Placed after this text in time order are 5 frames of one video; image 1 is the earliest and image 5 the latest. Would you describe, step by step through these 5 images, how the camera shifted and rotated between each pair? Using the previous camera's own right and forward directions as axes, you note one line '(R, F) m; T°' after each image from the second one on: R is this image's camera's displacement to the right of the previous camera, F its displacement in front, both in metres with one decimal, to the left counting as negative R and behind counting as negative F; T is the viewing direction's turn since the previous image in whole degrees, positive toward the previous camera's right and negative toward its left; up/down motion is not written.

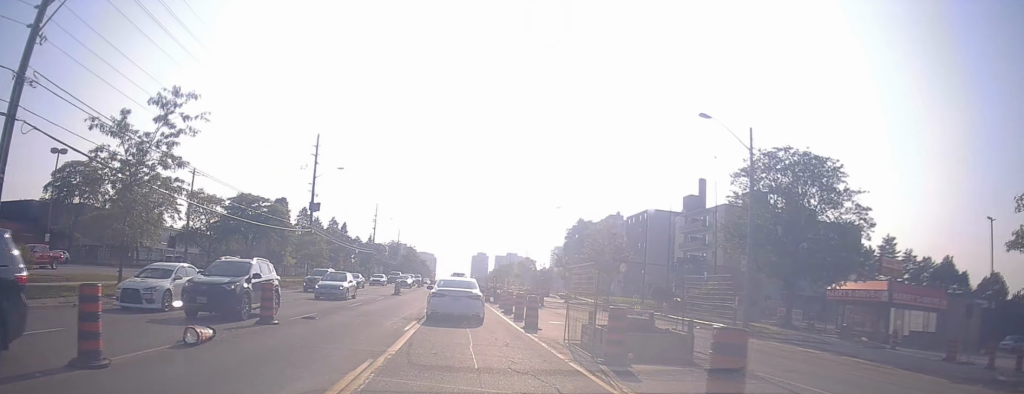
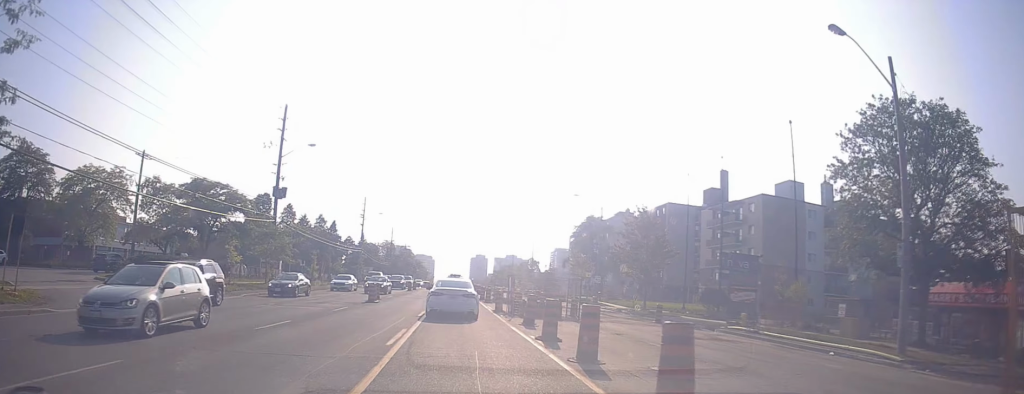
(-0.1, +12.1) m; -1°
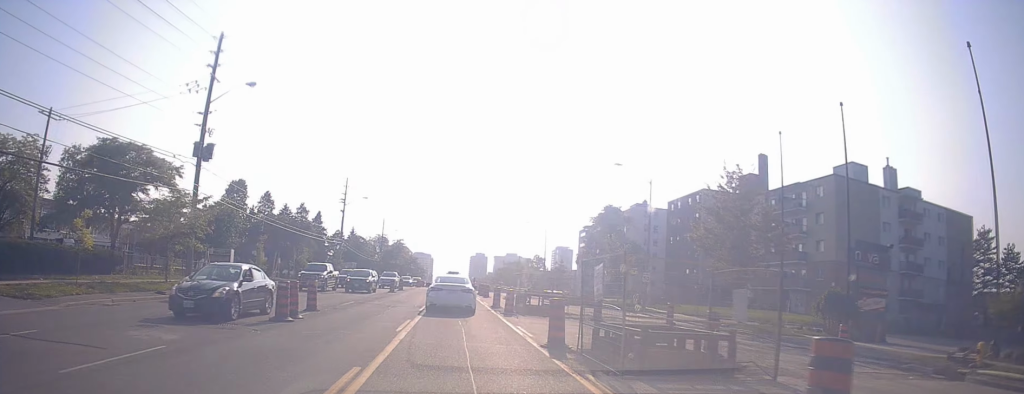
(-0.1, +15.6) m; 0°
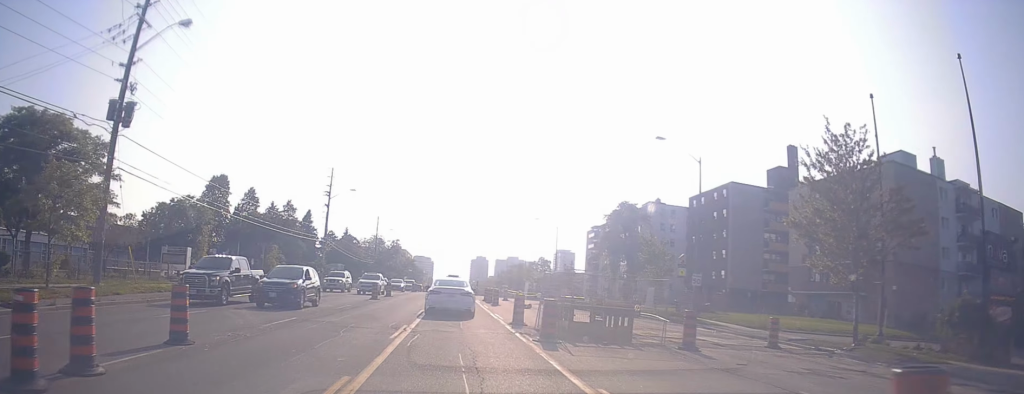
(0.0, +9.8) m; 0°
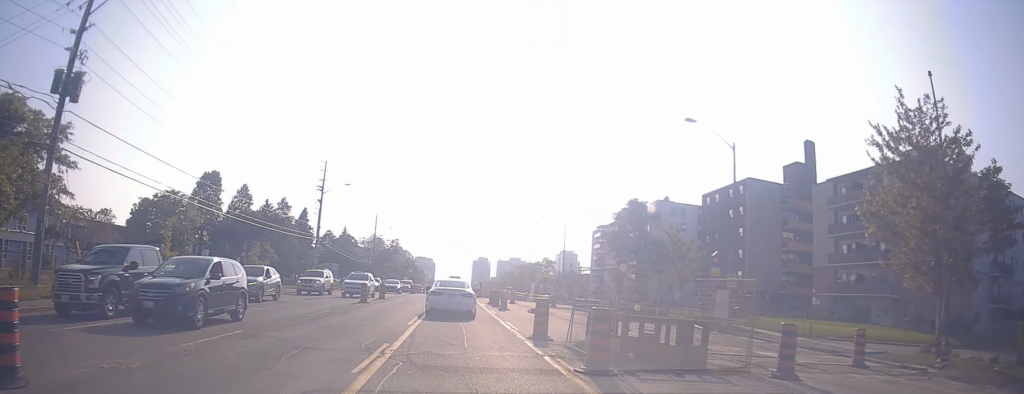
(0.0, +4.6) m; 0°
